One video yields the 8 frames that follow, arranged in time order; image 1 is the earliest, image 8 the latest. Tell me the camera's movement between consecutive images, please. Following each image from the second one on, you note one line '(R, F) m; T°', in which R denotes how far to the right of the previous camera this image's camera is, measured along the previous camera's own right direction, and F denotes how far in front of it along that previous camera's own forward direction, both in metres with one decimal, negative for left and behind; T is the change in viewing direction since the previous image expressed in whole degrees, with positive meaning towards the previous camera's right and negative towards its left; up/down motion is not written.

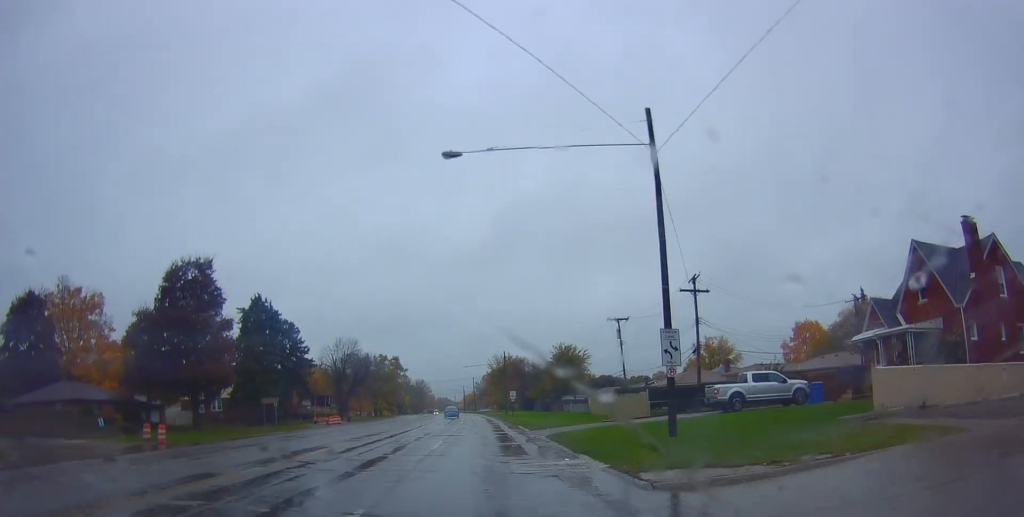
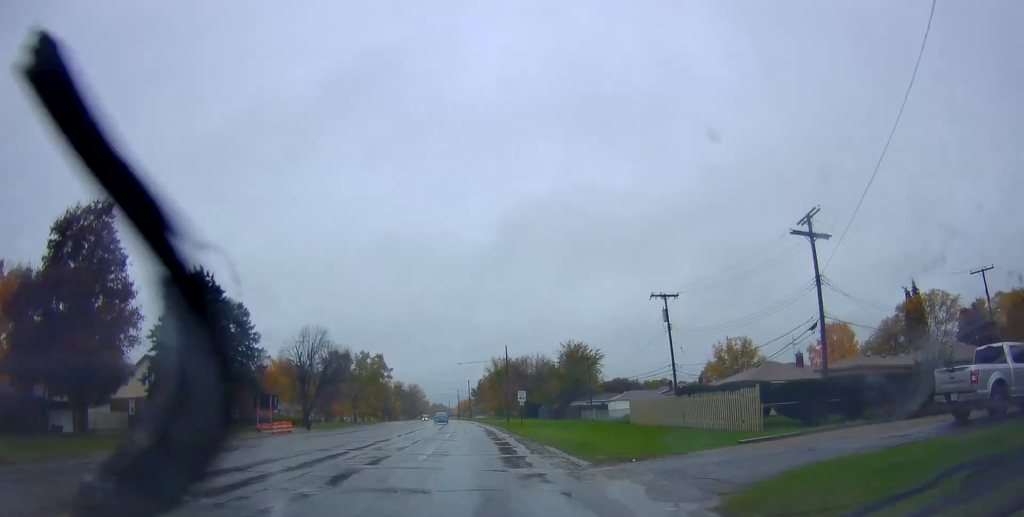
(+0.7, +17.5) m; +1°
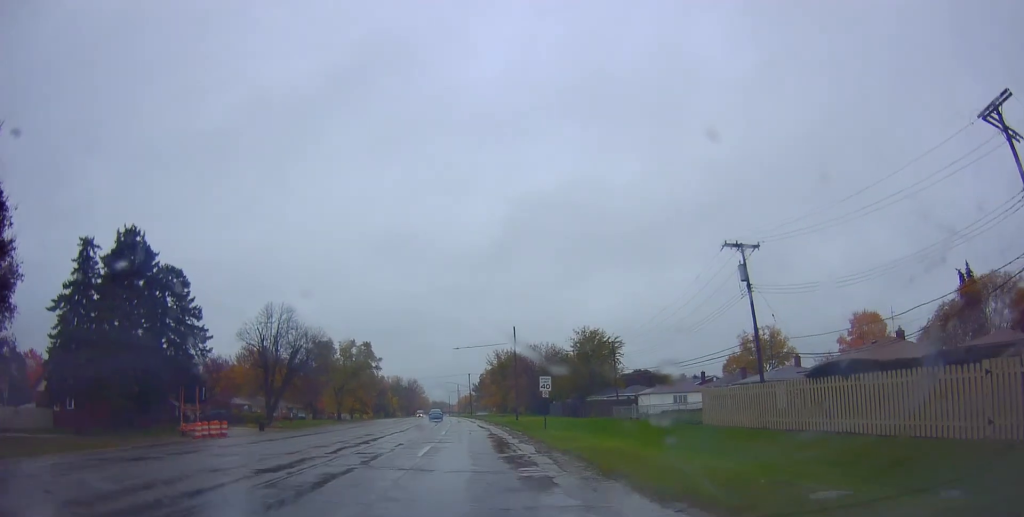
(-0.3, +14.8) m; 0°
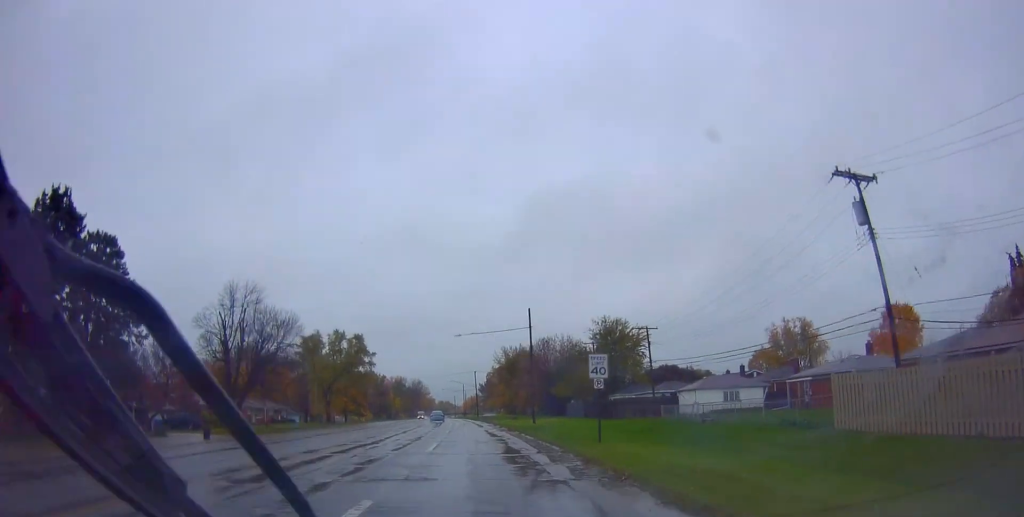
(0.0, +12.0) m; +1°
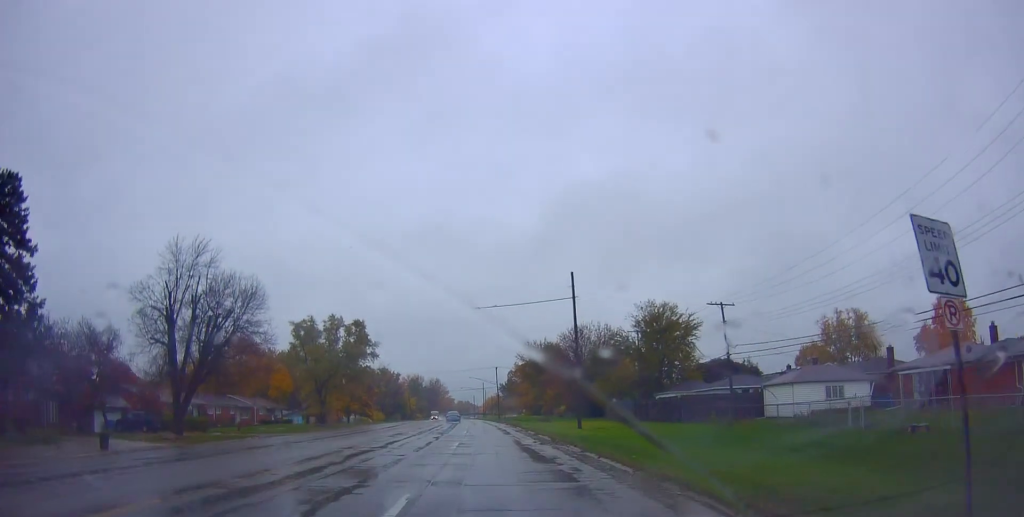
(+0.4, +14.3) m; 0°
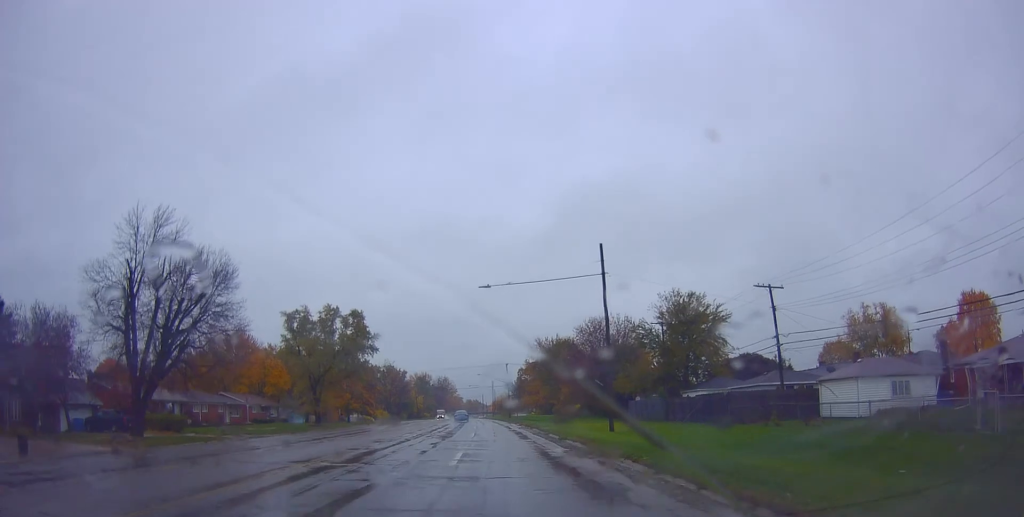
(0.0, +6.9) m; -2°
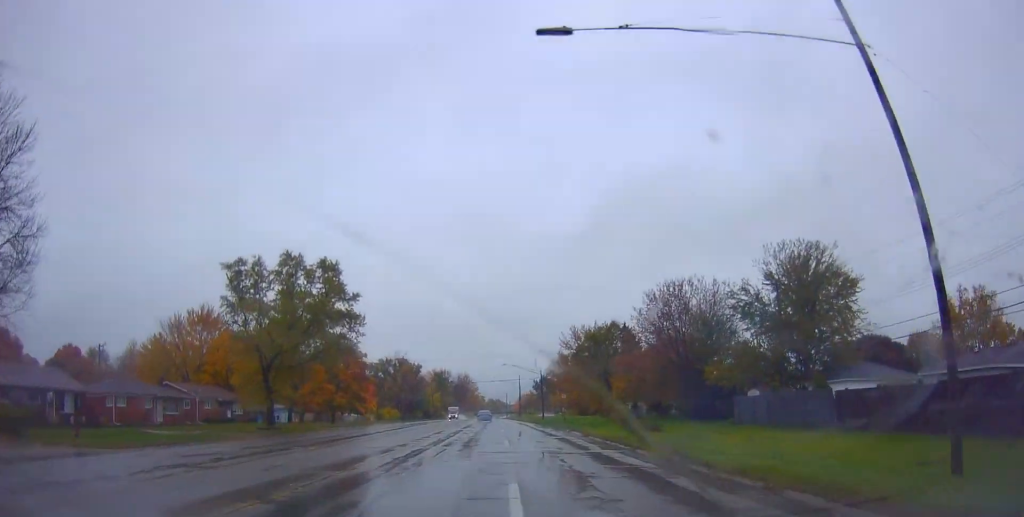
(-1.5, +23.3) m; -5°
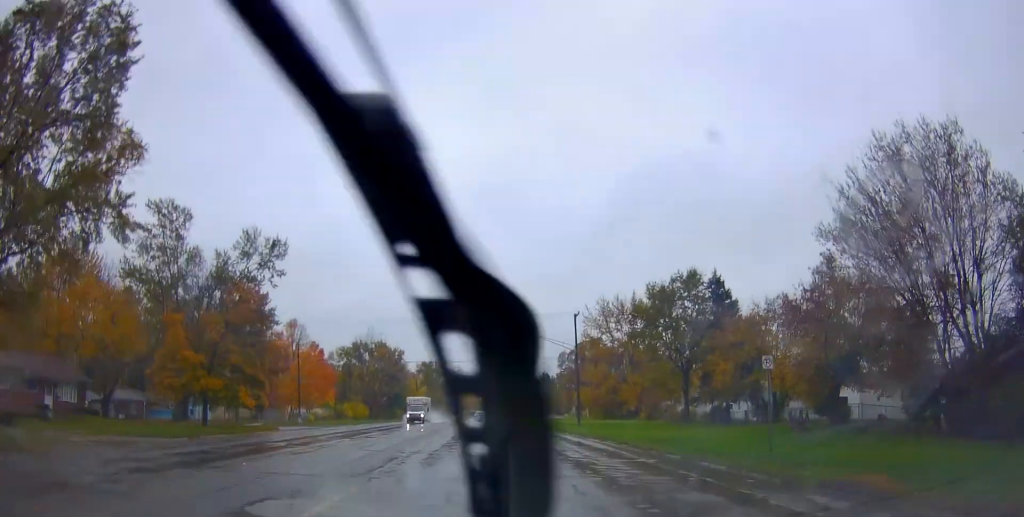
(+0.9, +34.8) m; +2°
